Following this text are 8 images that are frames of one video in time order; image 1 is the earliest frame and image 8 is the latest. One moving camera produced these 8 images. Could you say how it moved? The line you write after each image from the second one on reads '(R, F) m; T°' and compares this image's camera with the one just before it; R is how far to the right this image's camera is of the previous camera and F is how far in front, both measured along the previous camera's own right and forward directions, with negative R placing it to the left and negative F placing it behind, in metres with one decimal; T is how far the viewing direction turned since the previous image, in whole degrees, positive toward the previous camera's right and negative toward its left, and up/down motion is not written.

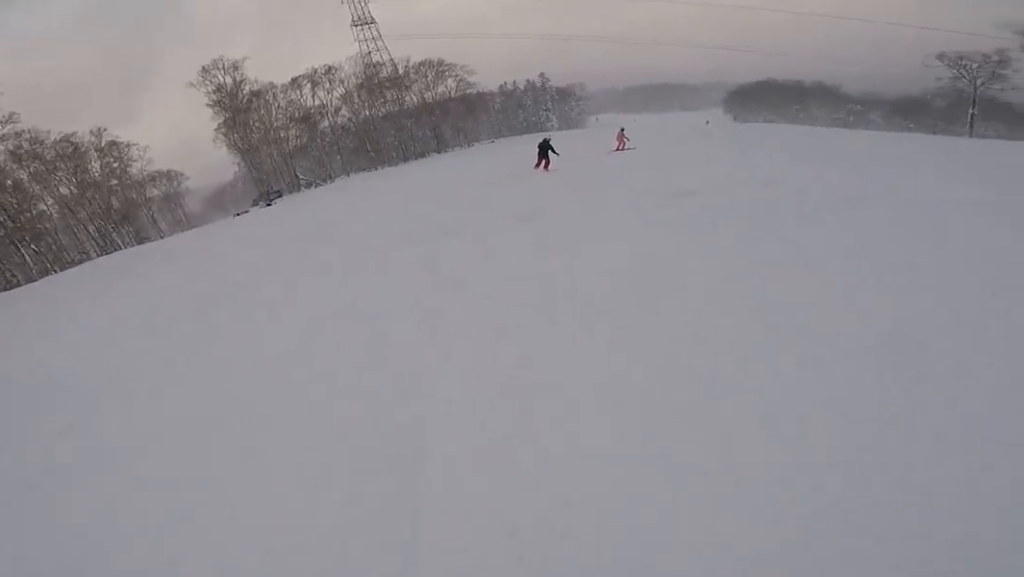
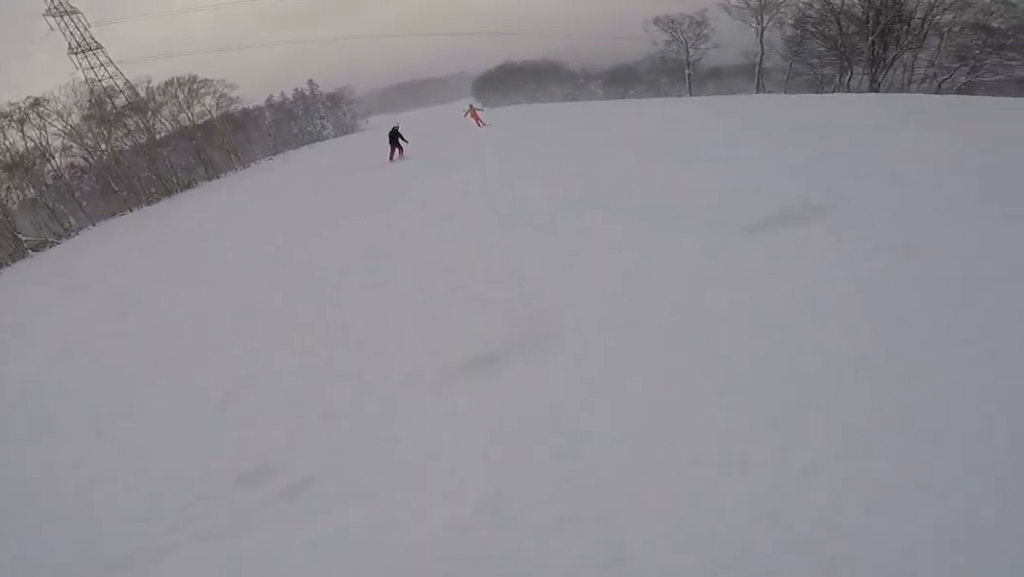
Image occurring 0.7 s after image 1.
(+1.0, +6.3) m; +19°
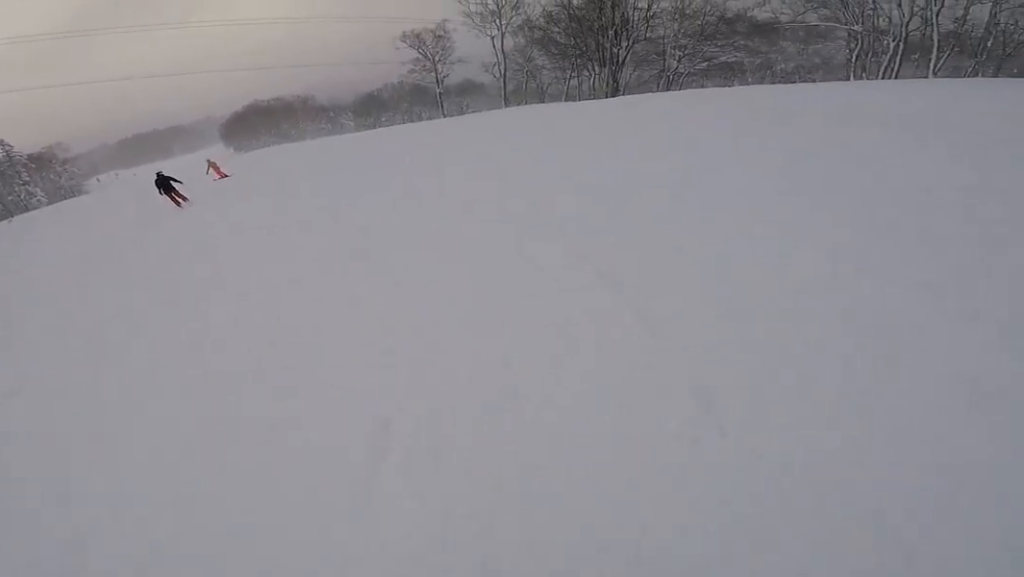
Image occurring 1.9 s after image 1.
(+1.6, +10.0) m; +3°
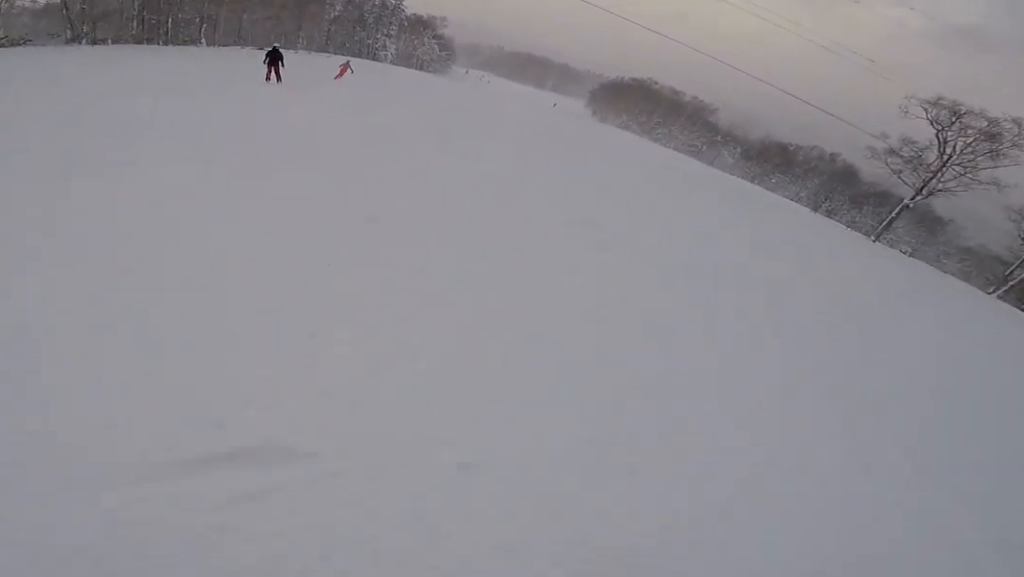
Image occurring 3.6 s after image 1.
(-4.0, +15.1) m; -30°
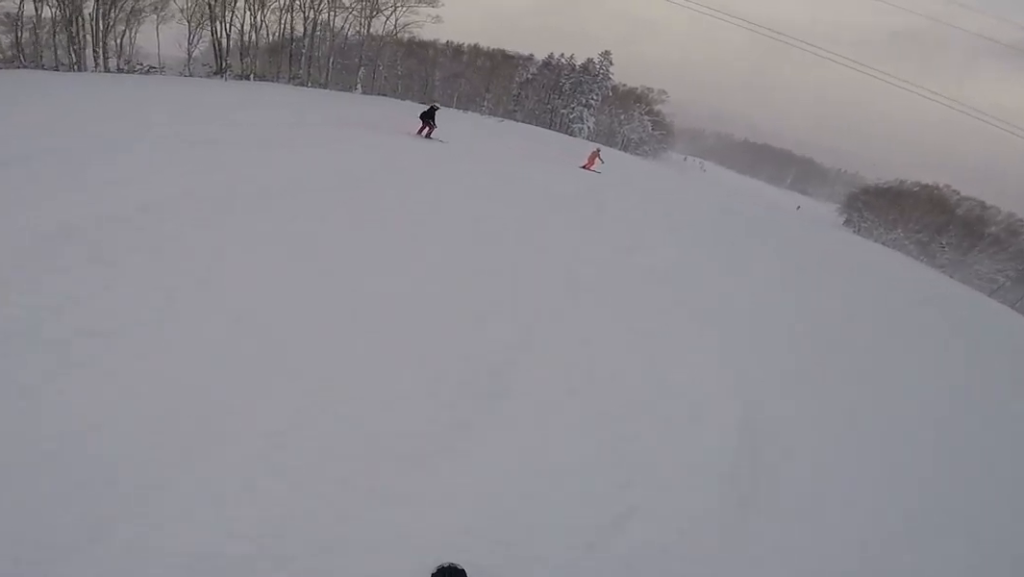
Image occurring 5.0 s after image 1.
(-1.6, +12.0) m; -11°
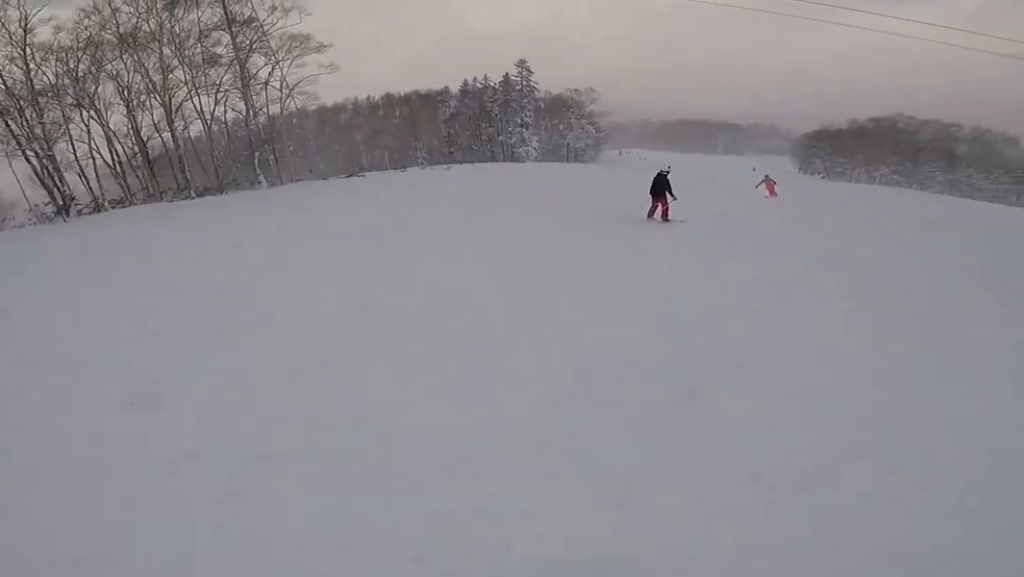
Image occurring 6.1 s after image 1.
(-0.1, +9.2) m; +9°
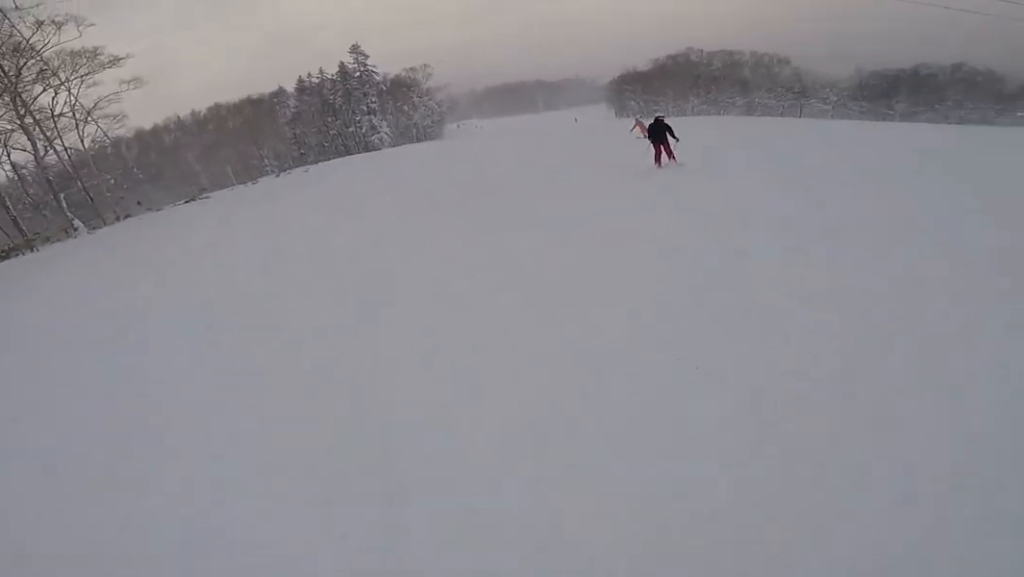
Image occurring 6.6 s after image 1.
(0.0, +3.4) m; +9°
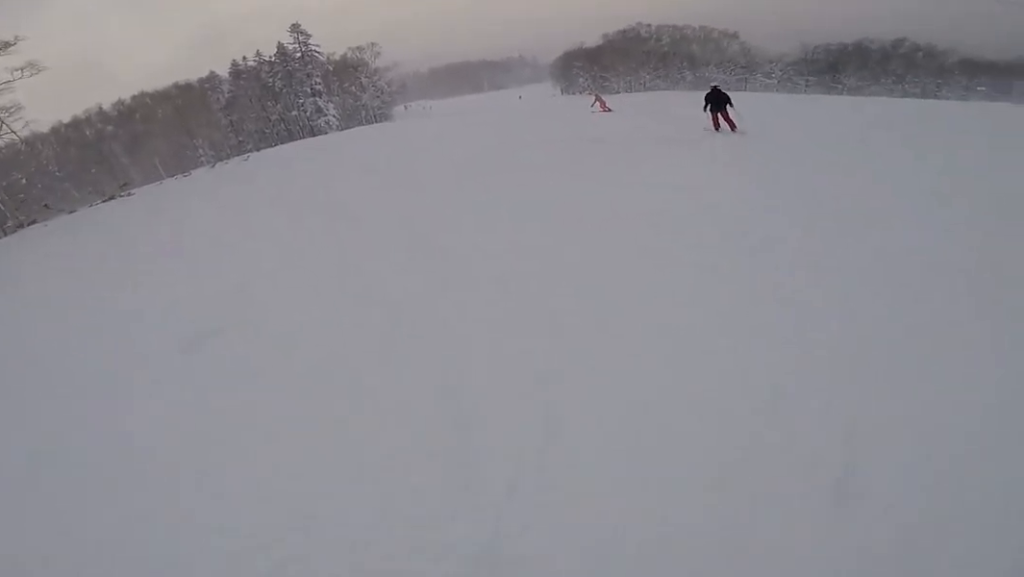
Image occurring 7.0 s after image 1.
(+0.3, +3.1) m; +7°
